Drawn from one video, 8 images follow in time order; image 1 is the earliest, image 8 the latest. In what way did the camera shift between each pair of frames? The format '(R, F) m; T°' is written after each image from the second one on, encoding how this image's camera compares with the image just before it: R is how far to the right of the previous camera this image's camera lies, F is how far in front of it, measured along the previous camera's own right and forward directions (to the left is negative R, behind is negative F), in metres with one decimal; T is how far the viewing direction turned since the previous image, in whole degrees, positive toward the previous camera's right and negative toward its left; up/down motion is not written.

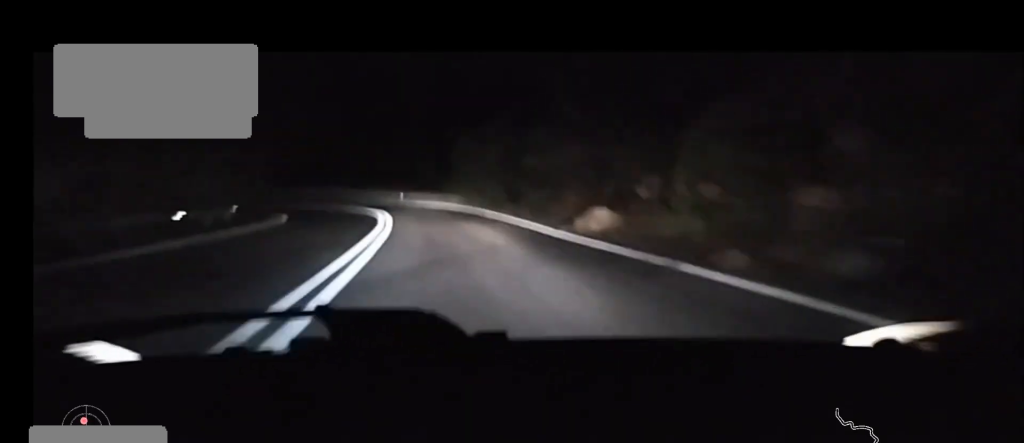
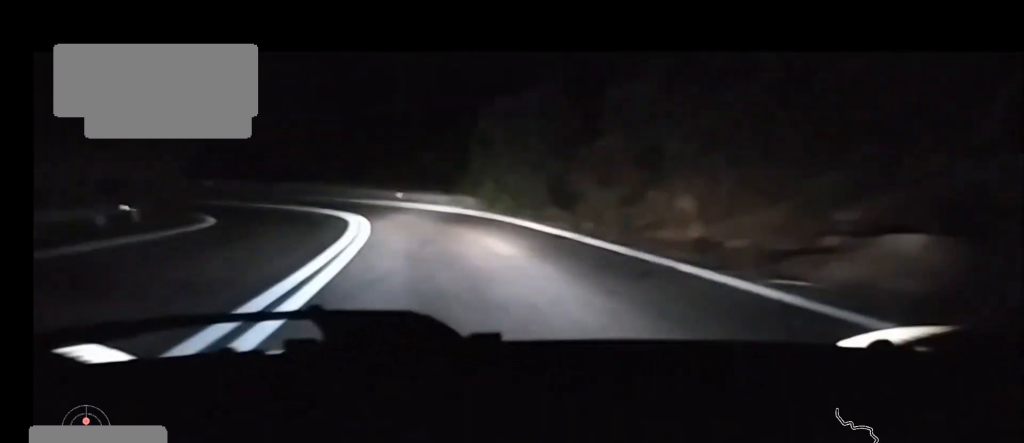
(-0.1, +11.2) m; -3°
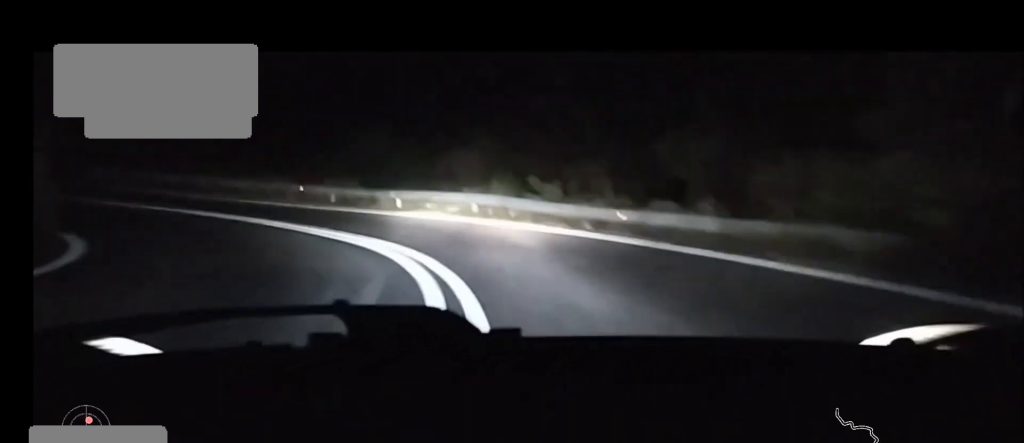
(-1.6, +21.7) m; -17°
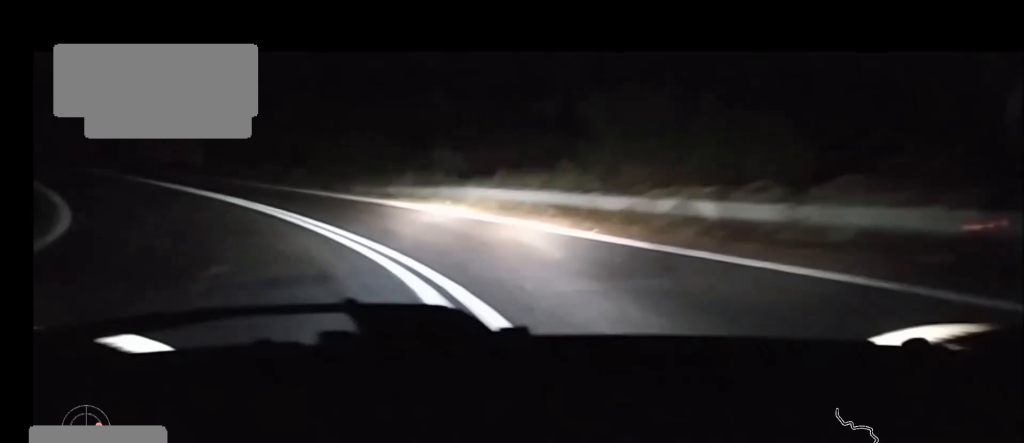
(-5.8, +21.0) m; -34°
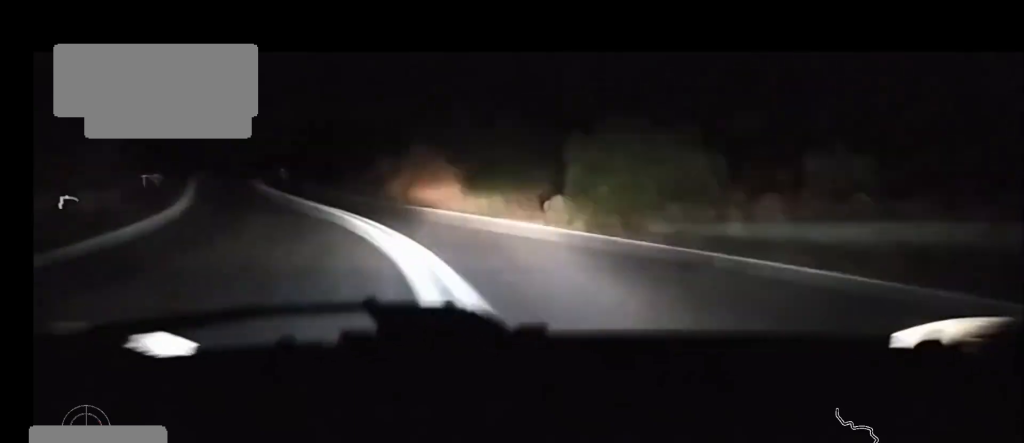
(-2.6, +12.9) m; -16°
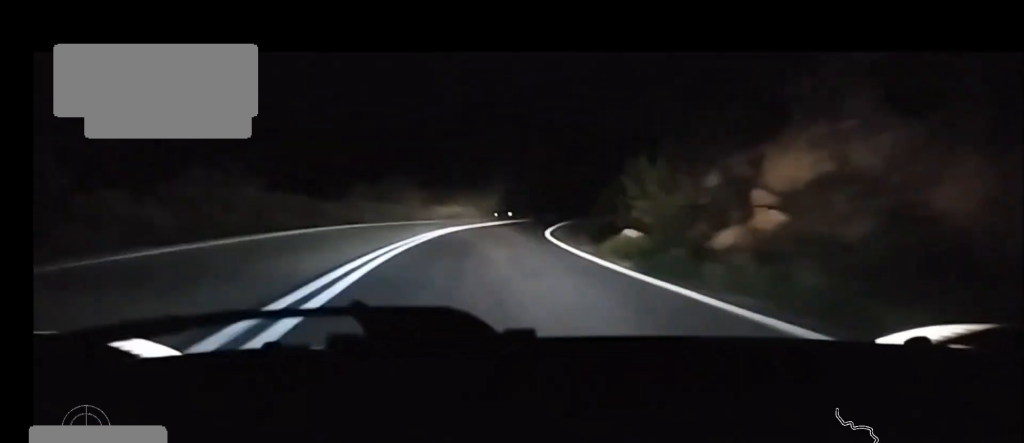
(-8.1, +38.3) m; -13°
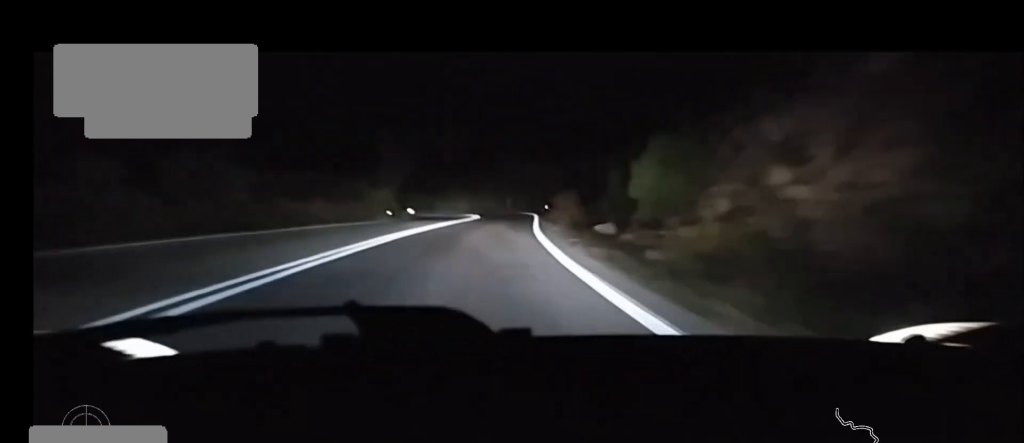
(+0.5, +21.1) m; +4°
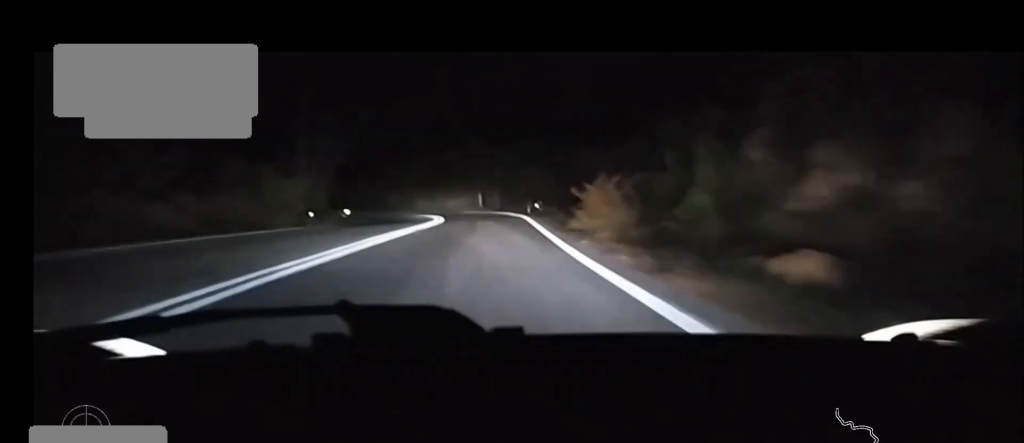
(+0.2, +13.0) m; +2°
